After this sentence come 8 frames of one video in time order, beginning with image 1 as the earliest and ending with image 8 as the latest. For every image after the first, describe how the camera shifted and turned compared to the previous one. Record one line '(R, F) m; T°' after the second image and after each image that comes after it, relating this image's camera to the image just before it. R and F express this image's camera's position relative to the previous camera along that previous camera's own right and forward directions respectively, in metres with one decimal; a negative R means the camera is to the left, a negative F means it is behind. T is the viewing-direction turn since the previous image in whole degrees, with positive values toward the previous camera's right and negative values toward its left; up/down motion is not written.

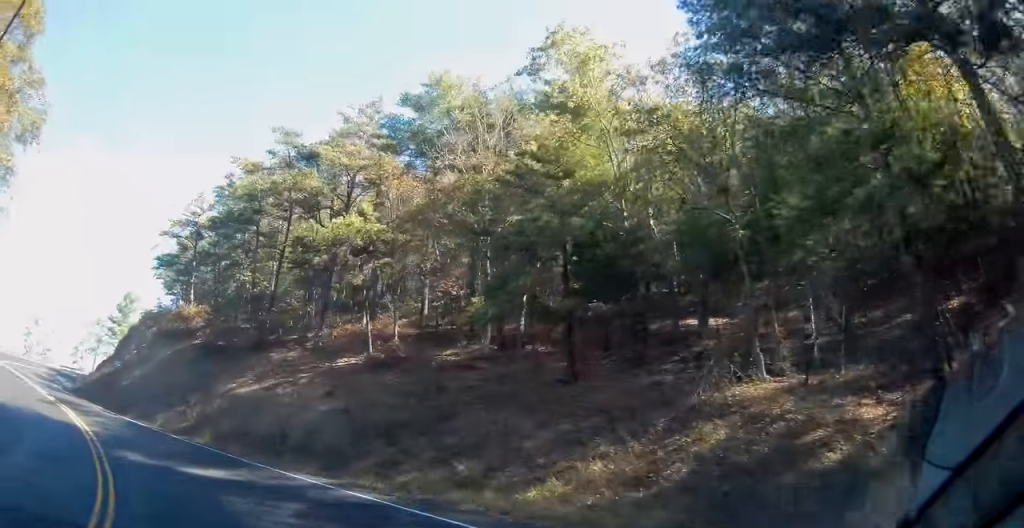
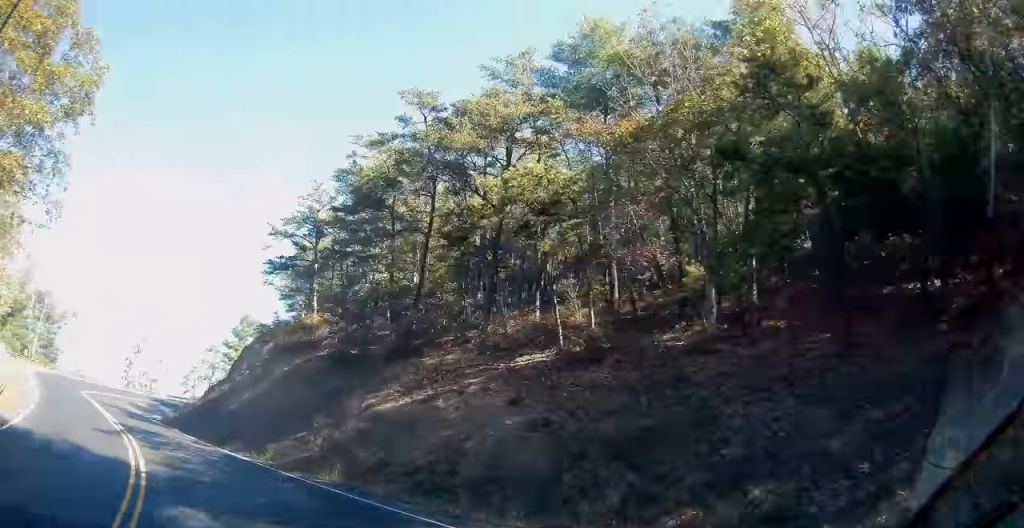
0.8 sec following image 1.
(-1.8, +6.6) m; -15°
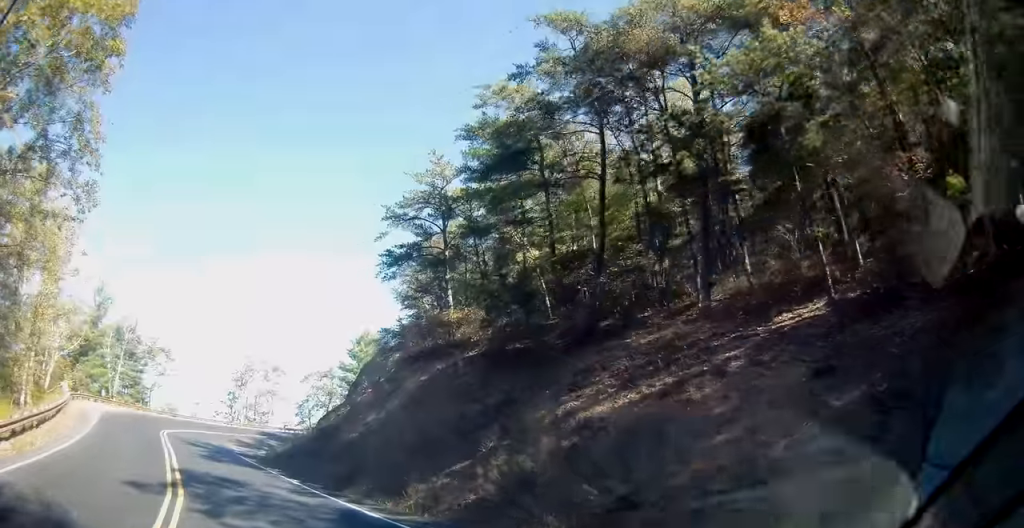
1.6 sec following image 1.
(-0.1, +7.6) m; -1°
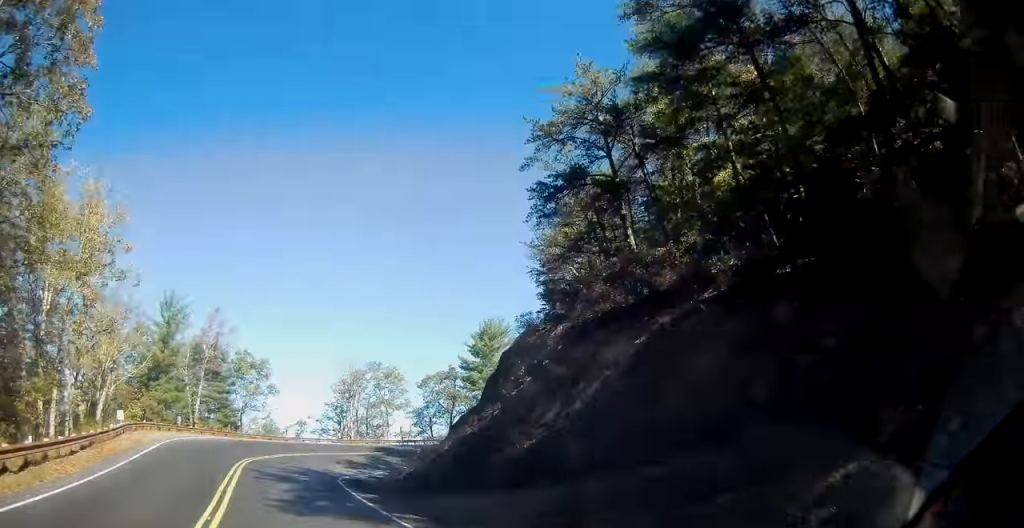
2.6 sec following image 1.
(0.0, +9.3) m; -8°
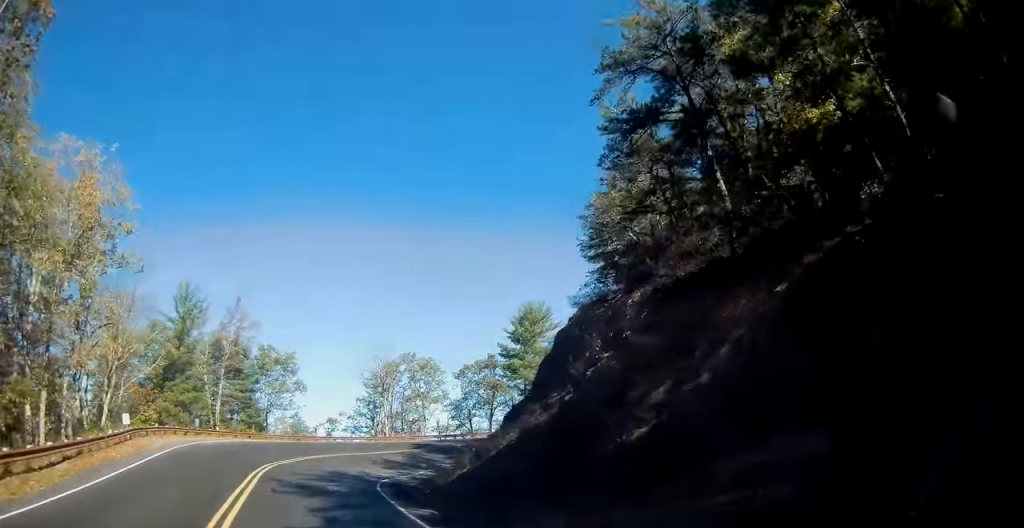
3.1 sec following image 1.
(-0.3, +4.3) m; -5°
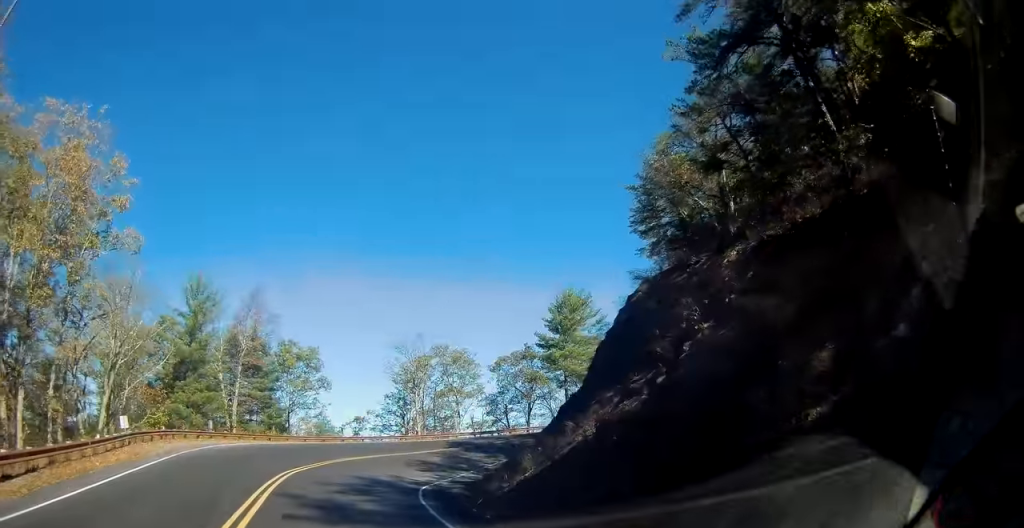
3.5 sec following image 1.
(-0.6, +4.4) m; -5°
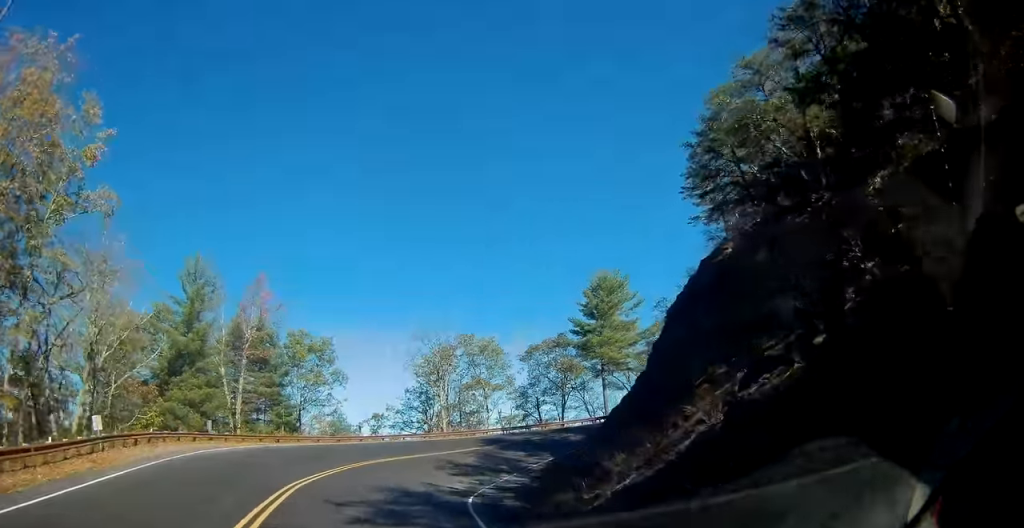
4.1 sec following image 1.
(-0.3, +5.7) m; -4°
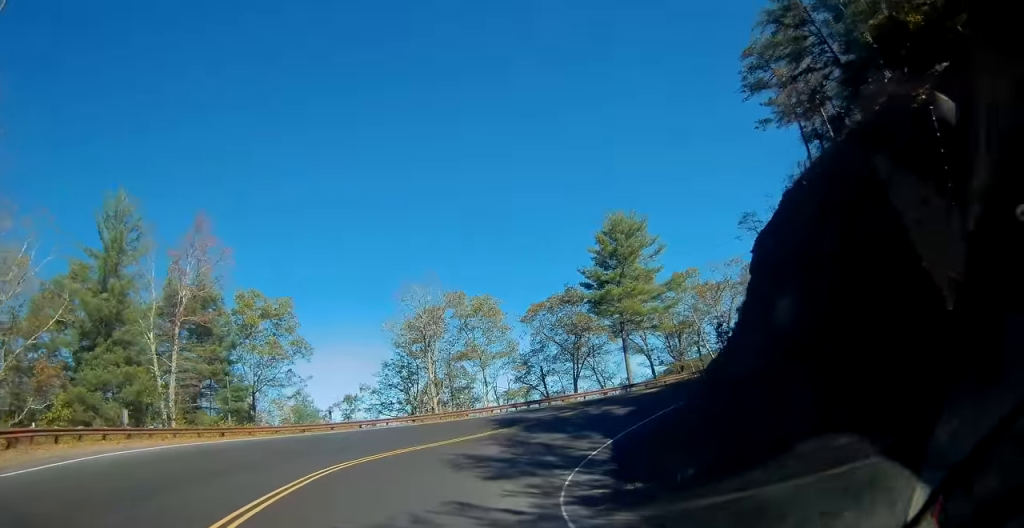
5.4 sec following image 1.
(-0.3, +11.5) m; +1°
